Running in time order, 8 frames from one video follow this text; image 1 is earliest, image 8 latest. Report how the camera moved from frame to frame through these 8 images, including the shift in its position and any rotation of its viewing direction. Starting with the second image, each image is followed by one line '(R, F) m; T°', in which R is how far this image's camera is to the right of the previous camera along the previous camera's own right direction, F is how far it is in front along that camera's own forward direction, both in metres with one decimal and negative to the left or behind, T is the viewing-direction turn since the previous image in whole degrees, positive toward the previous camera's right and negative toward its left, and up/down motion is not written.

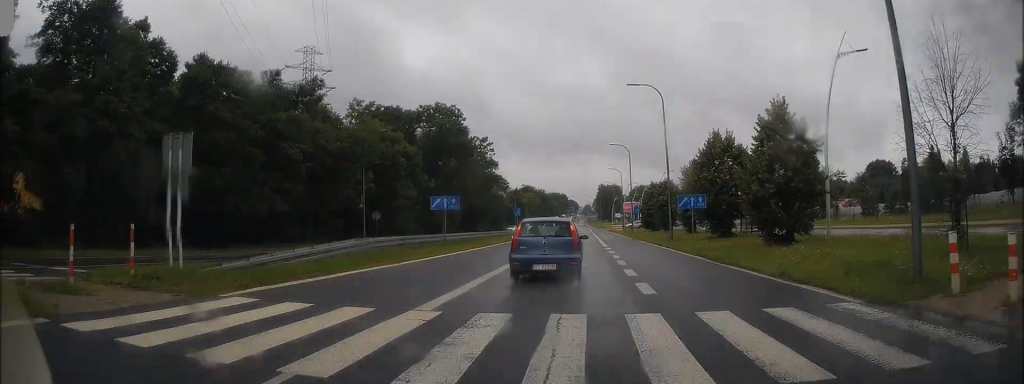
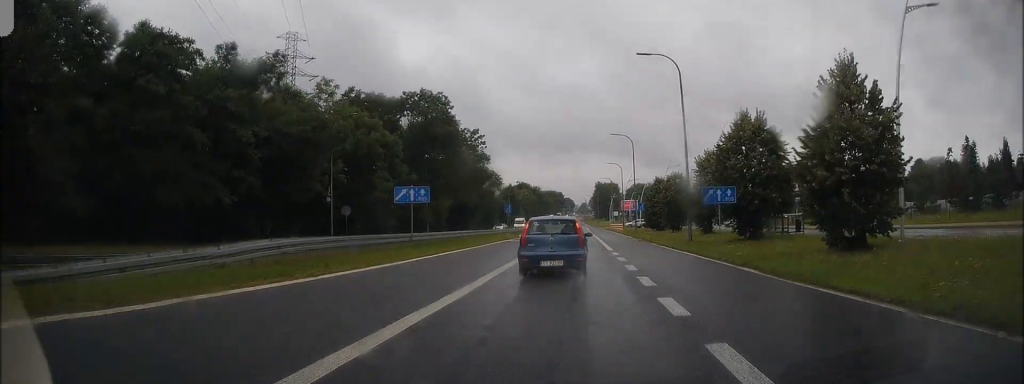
(0.0, +7.0) m; -1°
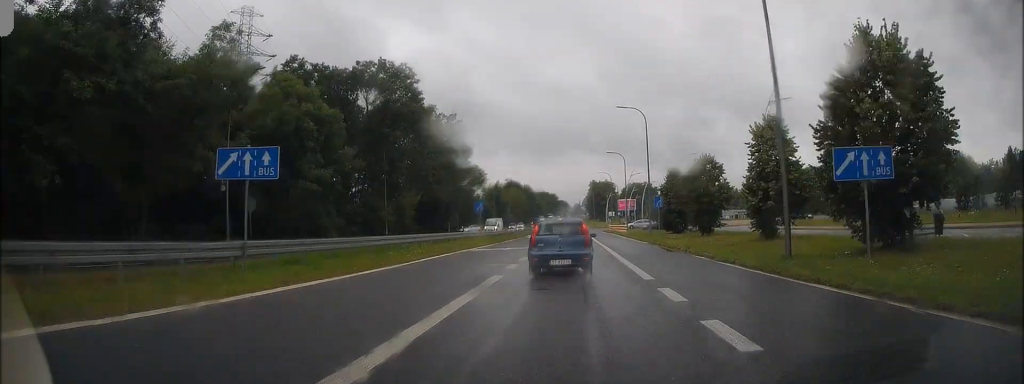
(-0.1, +14.7) m; -1°
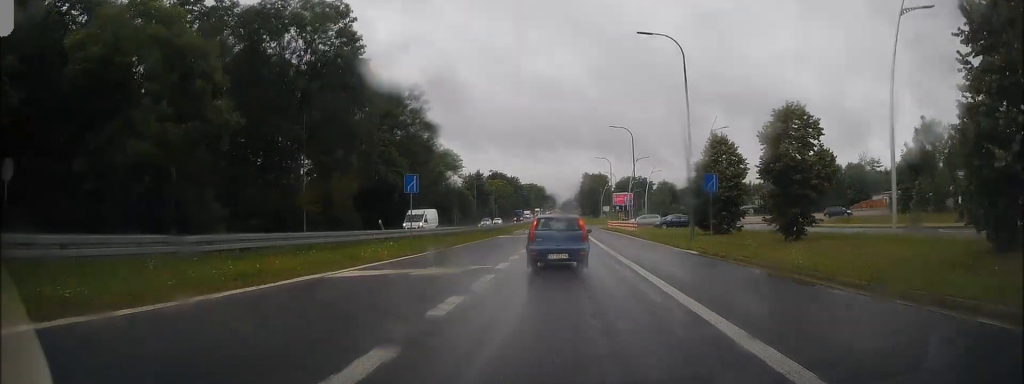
(-0.1, +17.5) m; +1°
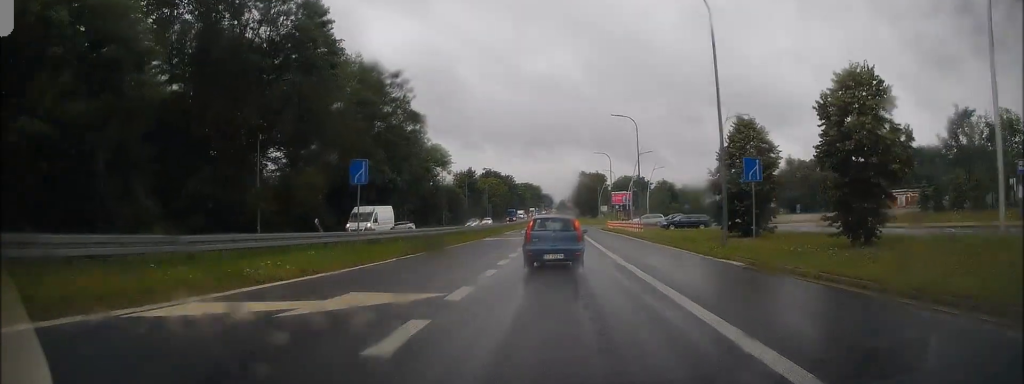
(0.0, +6.4) m; 0°
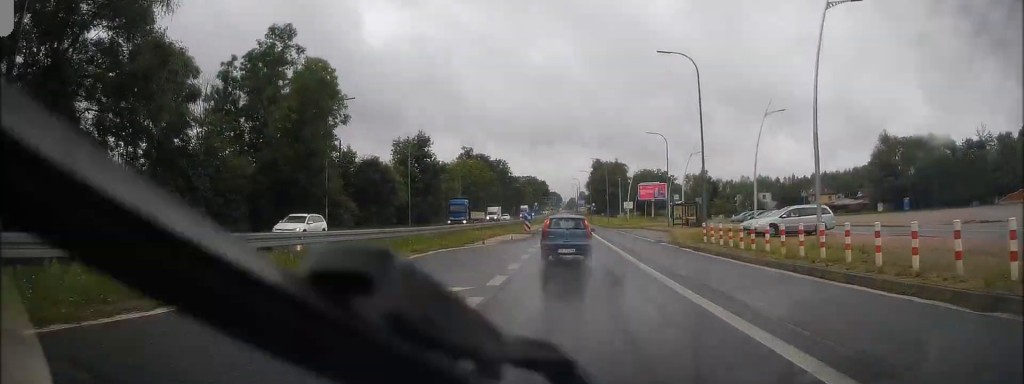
(+0.5, +49.9) m; 0°
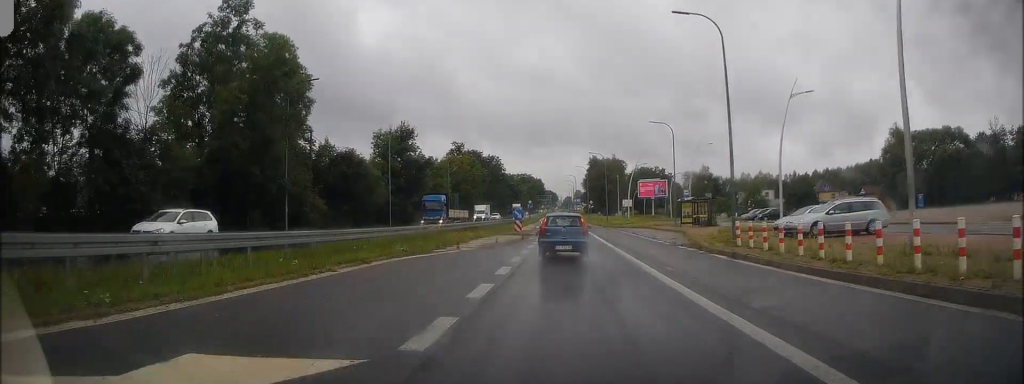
(0.0, +6.3) m; 0°
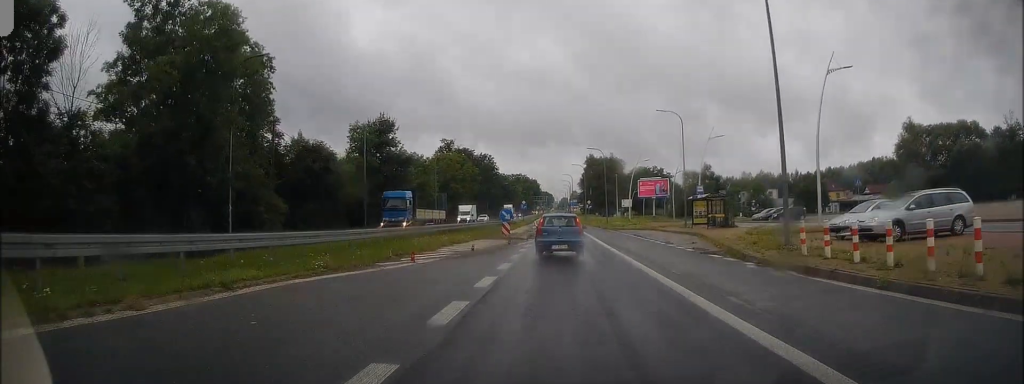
(0.0, +6.7) m; +1°
